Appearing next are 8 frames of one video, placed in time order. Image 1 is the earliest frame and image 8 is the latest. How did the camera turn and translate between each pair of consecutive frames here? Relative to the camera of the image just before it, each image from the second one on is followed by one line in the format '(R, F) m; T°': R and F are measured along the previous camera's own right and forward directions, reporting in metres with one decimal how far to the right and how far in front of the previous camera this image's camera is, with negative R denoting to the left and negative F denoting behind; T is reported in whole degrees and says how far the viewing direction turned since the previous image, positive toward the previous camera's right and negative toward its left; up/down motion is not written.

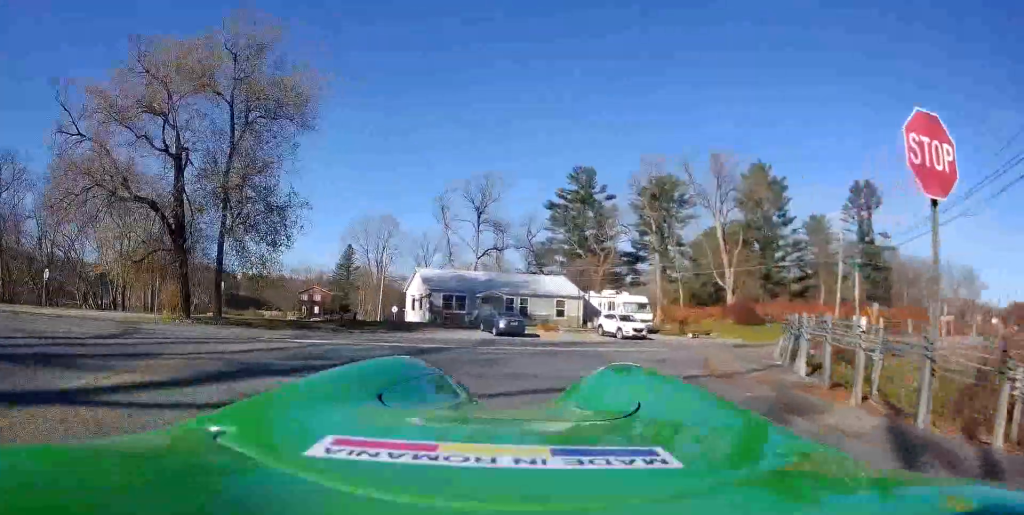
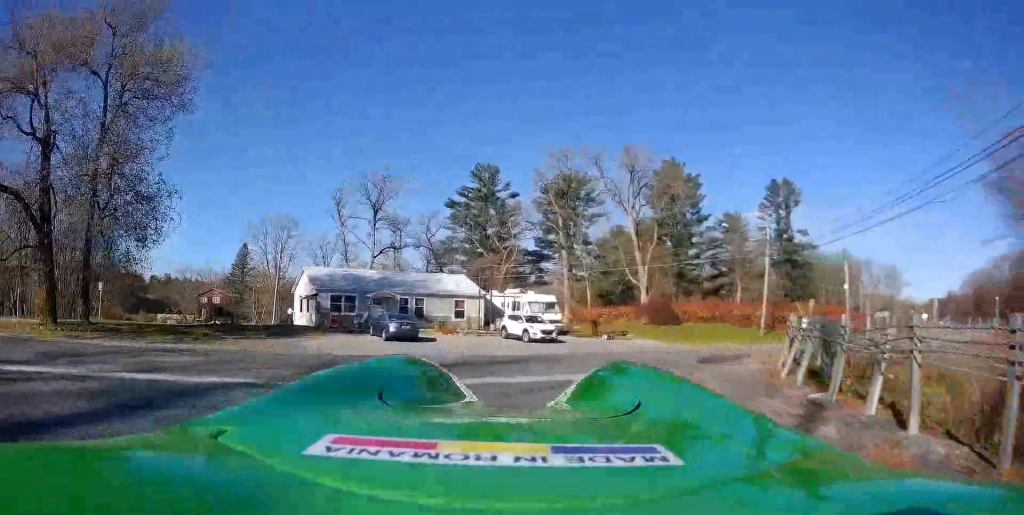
(+0.1, +3.6) m; +7°
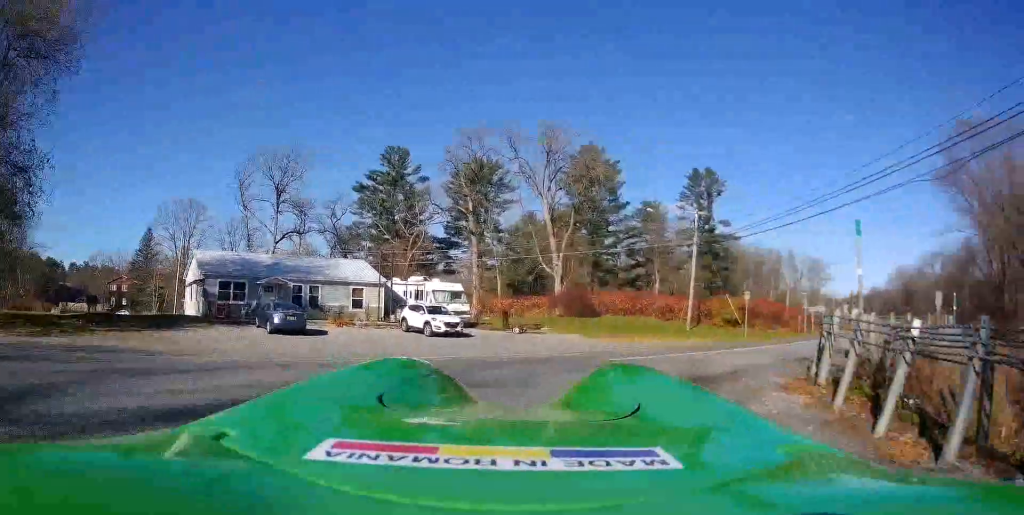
(0.0, +3.3) m; +8°
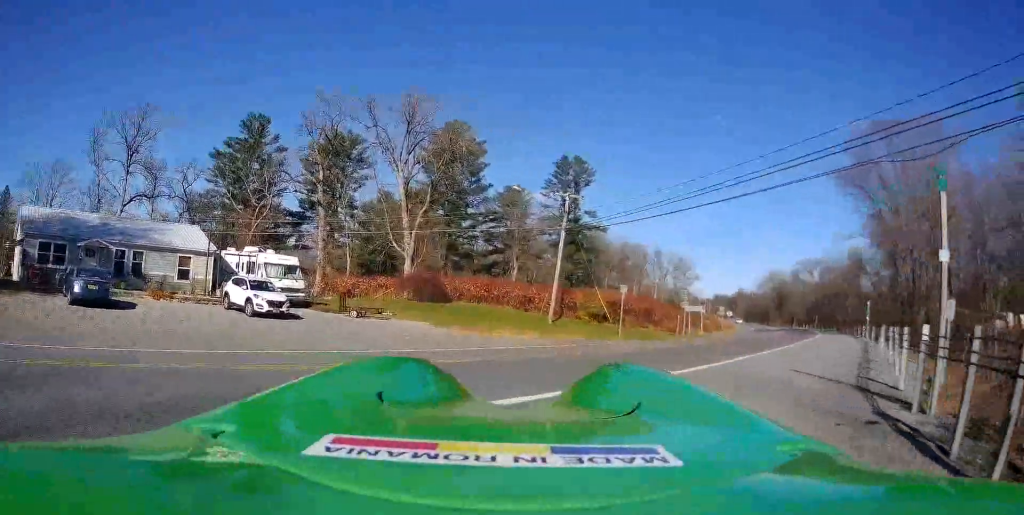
(+0.5, +4.6) m; +17°
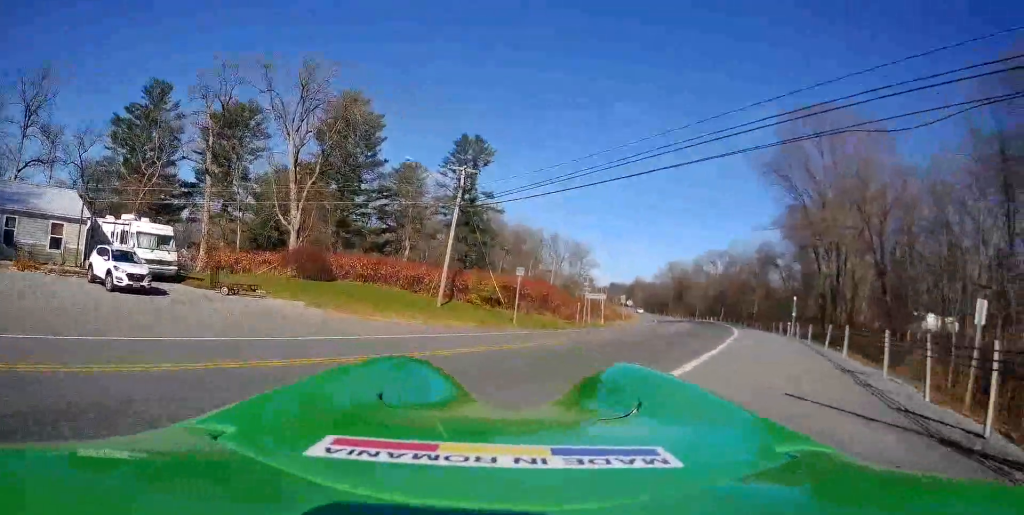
(+0.3, +2.8) m; +9°
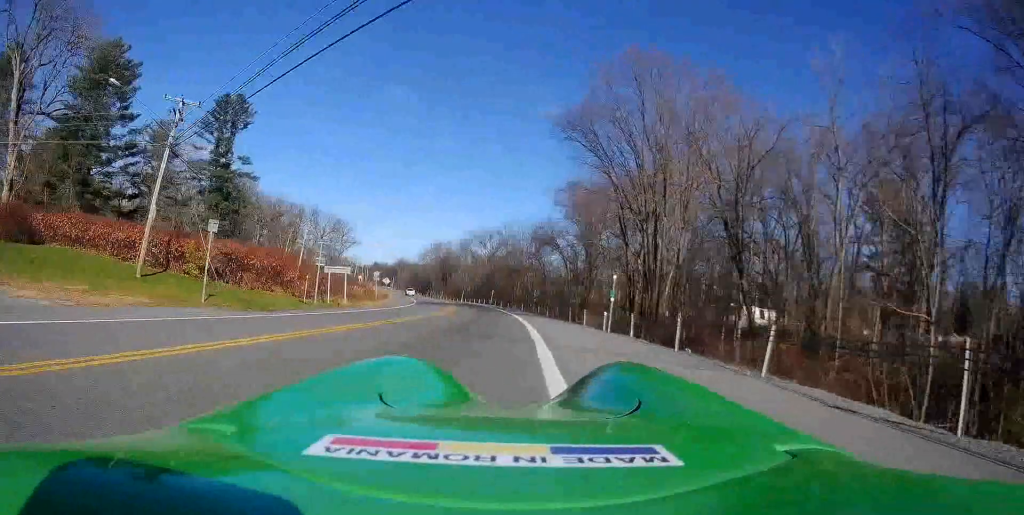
(+2.6, +10.0) m; +14°
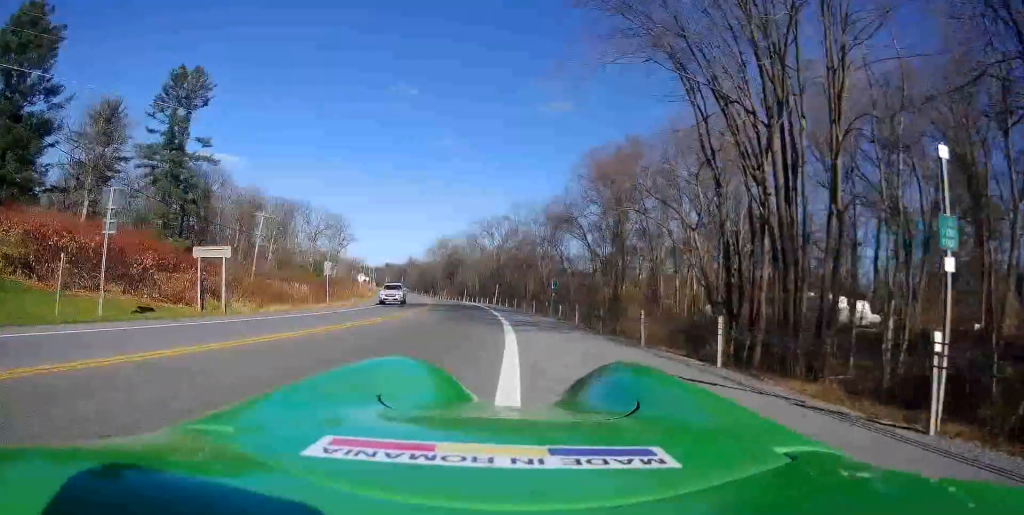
(-2.1, +18.8) m; -11°
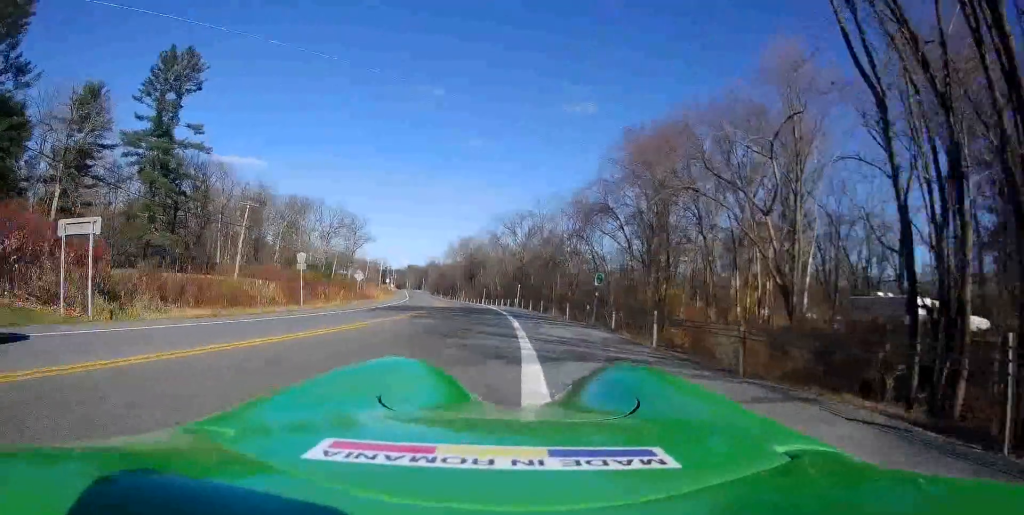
(-0.1, +9.5) m; +1°
